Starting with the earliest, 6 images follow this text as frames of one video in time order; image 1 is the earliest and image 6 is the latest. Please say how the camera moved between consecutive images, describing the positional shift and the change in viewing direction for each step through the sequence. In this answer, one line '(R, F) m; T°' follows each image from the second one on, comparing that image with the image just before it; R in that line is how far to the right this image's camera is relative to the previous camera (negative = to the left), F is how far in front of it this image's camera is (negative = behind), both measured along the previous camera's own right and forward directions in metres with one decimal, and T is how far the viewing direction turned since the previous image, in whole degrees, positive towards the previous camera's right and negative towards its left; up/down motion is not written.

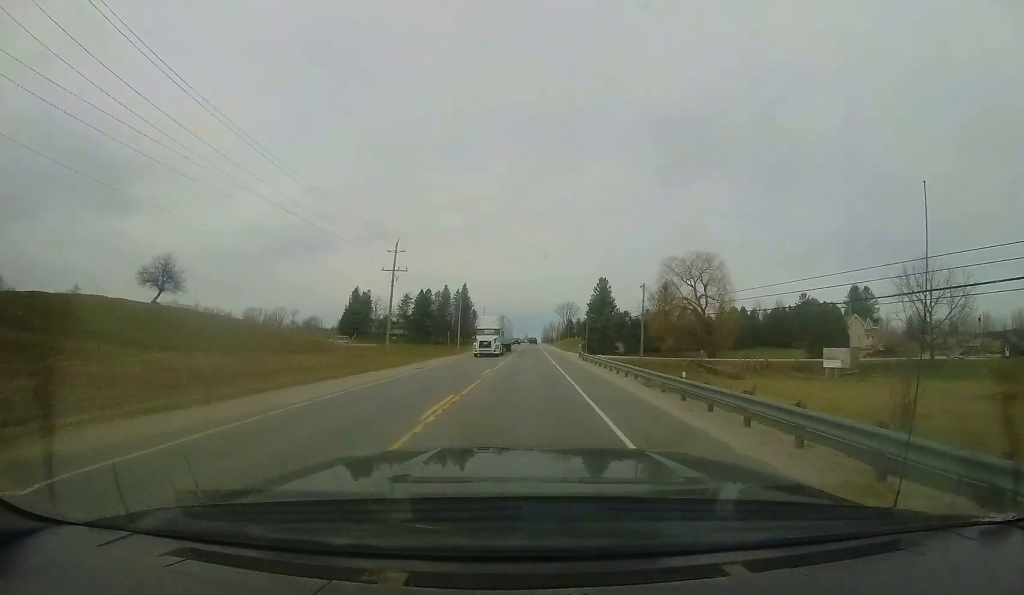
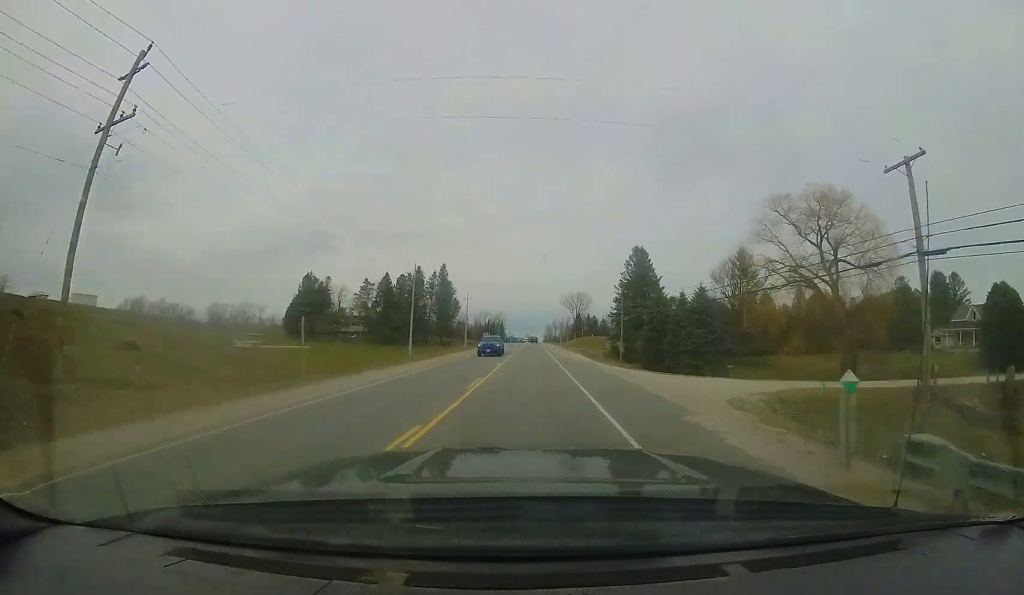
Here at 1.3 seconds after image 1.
(0.0, +31.9) m; -1°
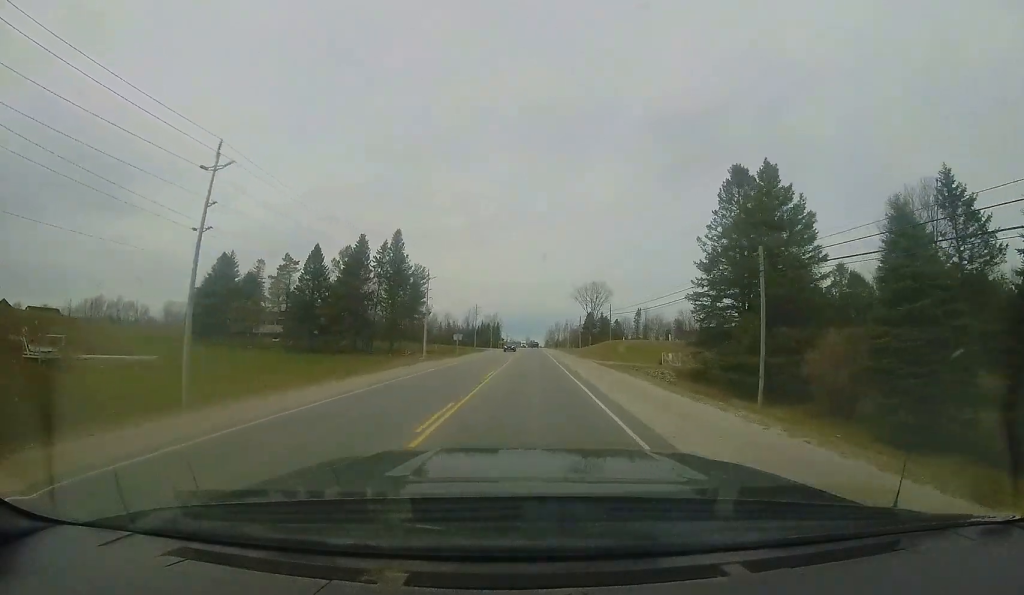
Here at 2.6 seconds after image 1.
(-0.4, +33.0) m; -1°
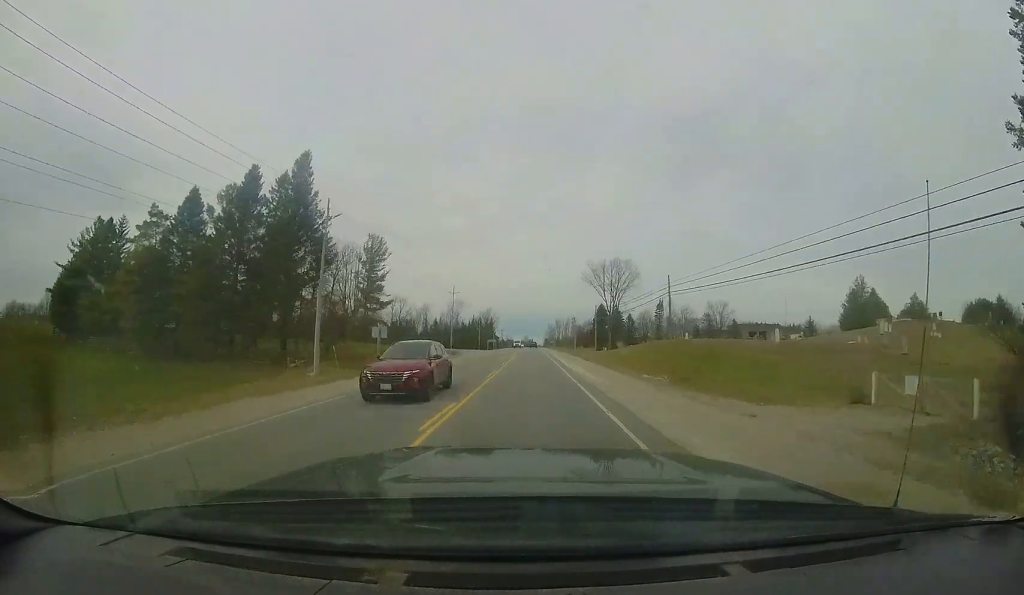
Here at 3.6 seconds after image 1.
(0.0, +27.0) m; 0°
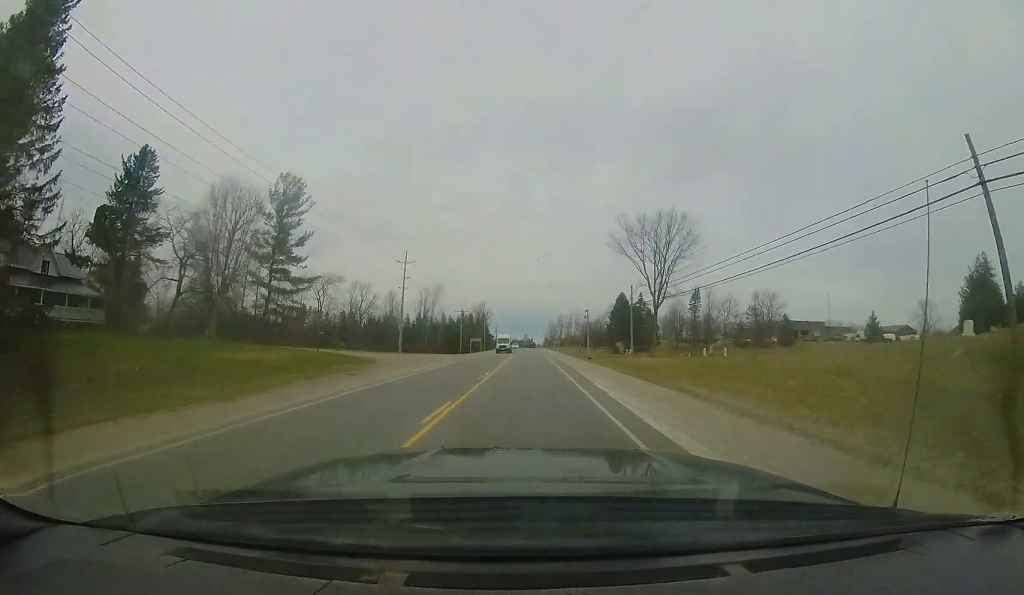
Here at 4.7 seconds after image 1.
(+0.1, +26.9) m; +1°
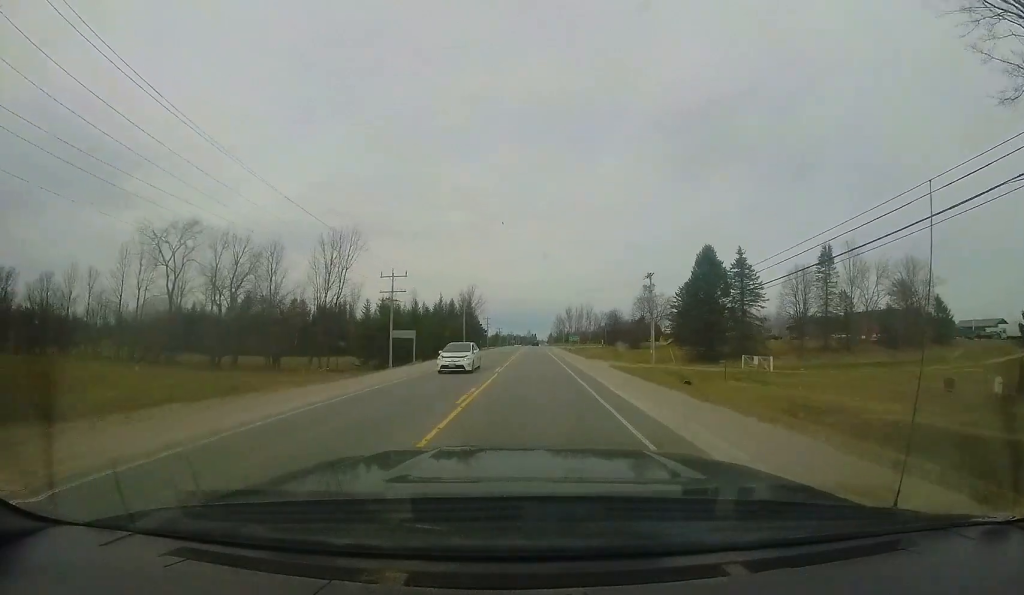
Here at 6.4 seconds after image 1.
(+0.6, +42.9) m; 0°
